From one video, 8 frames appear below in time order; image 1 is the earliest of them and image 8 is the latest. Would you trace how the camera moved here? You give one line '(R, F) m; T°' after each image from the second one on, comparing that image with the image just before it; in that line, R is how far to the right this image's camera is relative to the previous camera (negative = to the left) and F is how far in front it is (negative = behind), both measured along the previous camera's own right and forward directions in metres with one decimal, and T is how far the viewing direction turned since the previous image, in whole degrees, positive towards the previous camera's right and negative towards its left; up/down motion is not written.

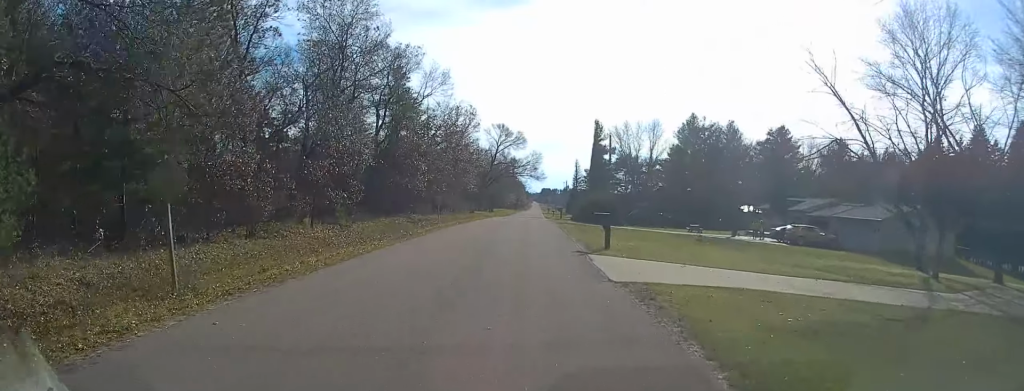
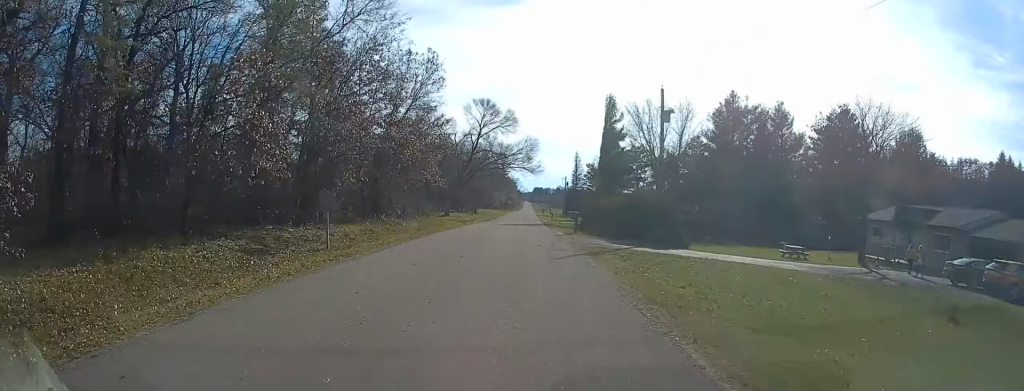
(-0.4, +27.5) m; -2°
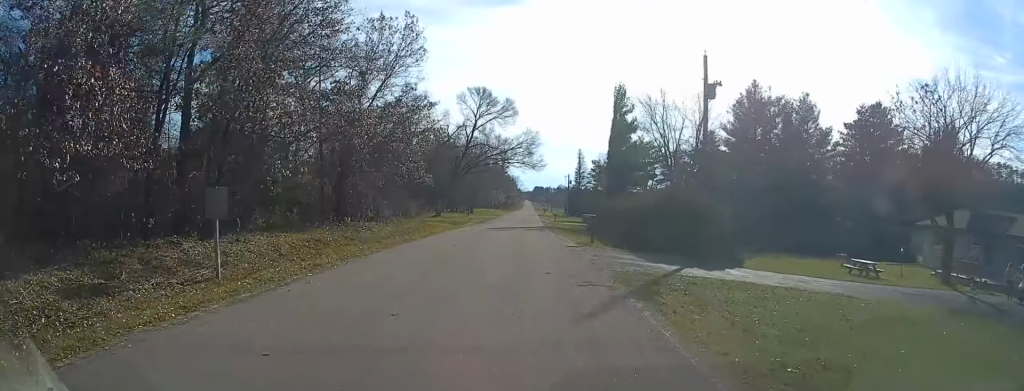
(-0.3, +9.1) m; 0°
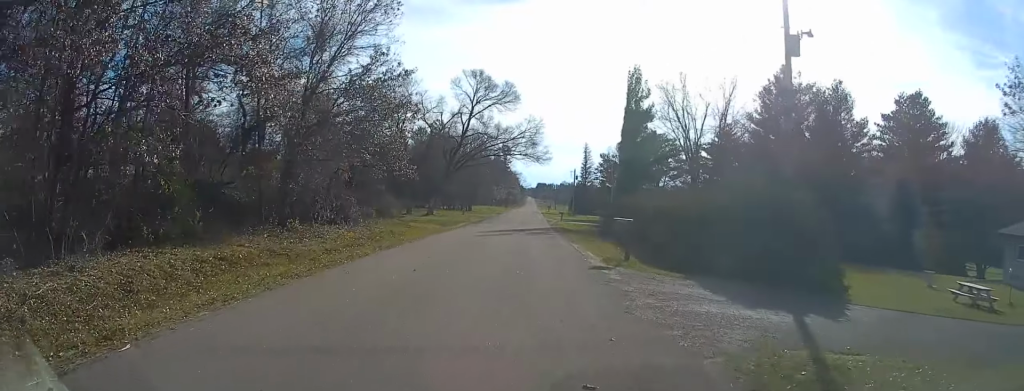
(+0.1, +9.0) m; 0°
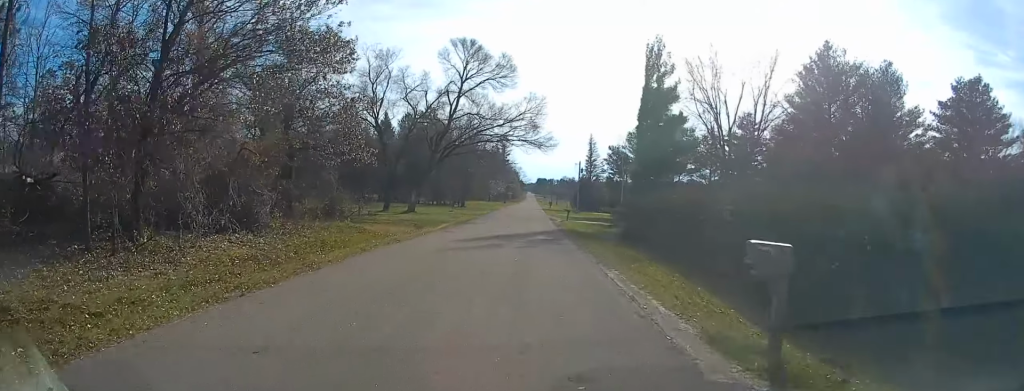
(+0.4, +11.9) m; 0°
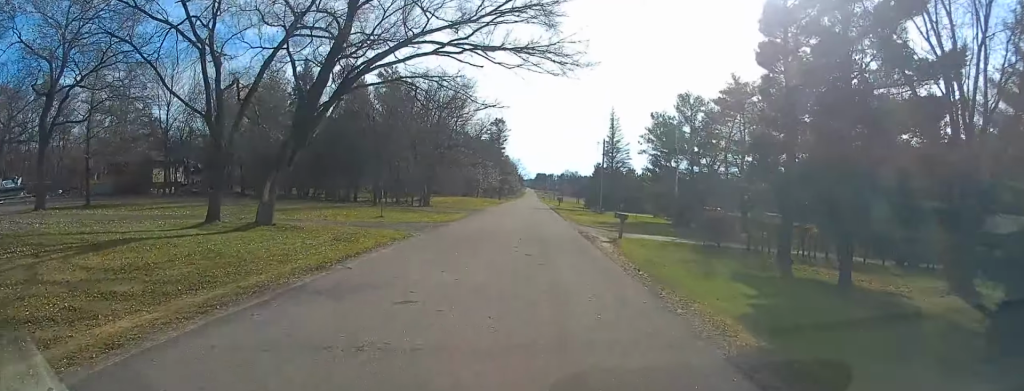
(-0.1, +34.5) m; 0°
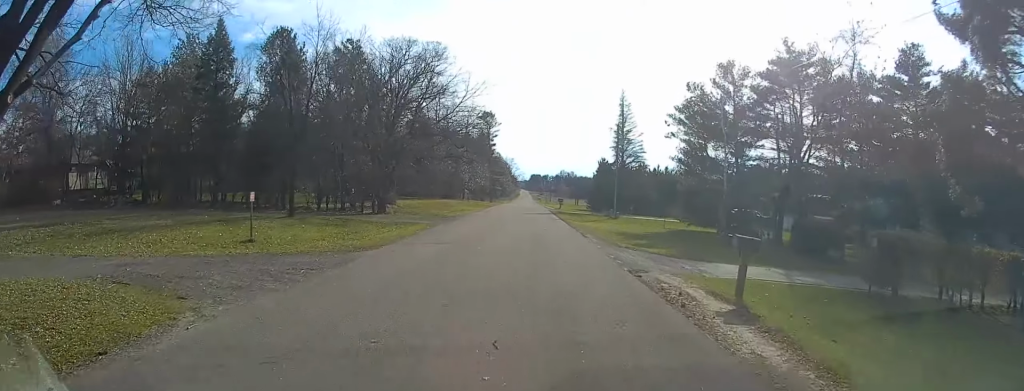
(-0.3, +16.6) m; 0°
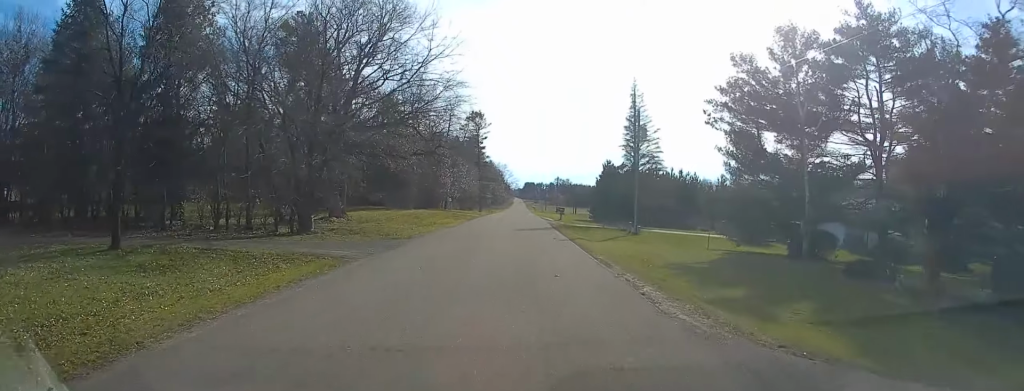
(+0.1, +14.6) m; +1°
